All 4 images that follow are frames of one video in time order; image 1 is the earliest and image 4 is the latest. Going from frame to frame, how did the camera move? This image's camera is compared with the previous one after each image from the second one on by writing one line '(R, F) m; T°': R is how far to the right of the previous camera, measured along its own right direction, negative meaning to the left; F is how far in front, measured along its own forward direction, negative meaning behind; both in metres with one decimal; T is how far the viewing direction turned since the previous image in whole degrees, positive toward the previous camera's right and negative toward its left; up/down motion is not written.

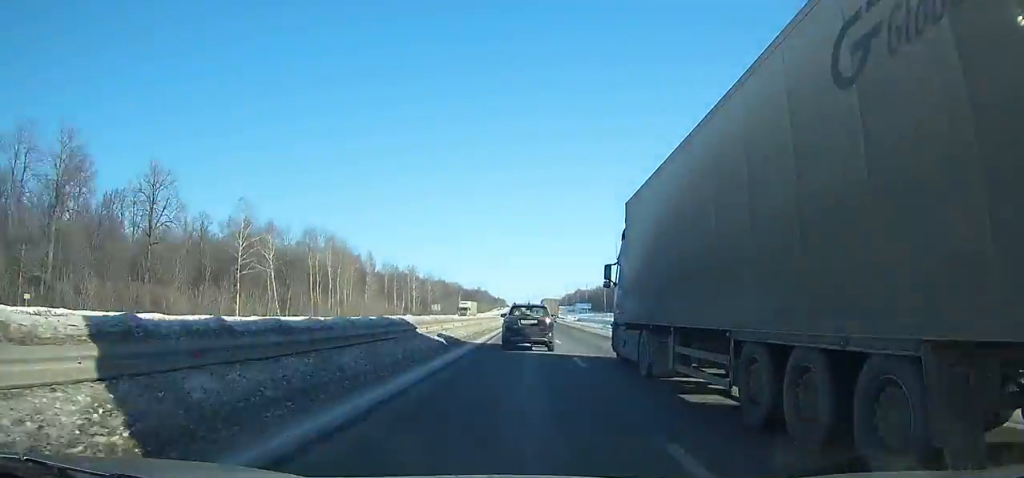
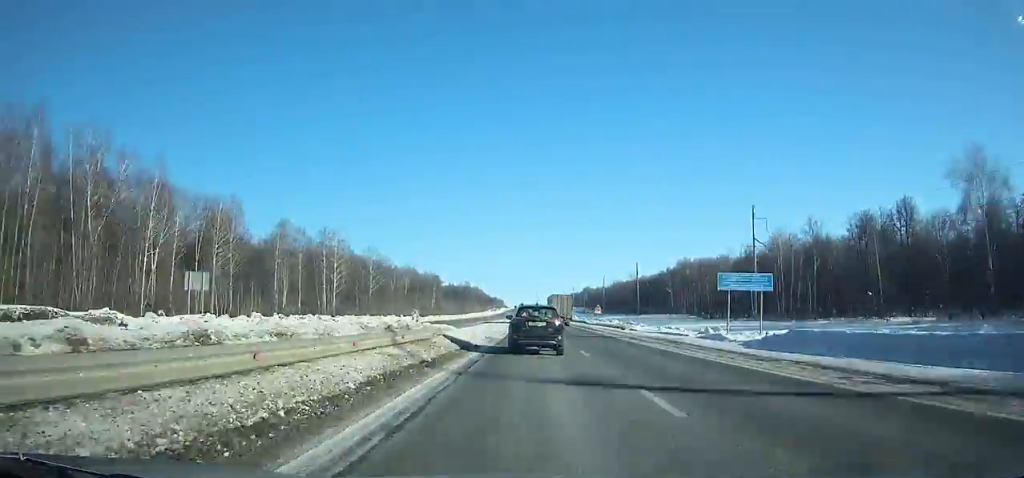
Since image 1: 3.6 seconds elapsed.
(+0.2, +104.7) m; 0°
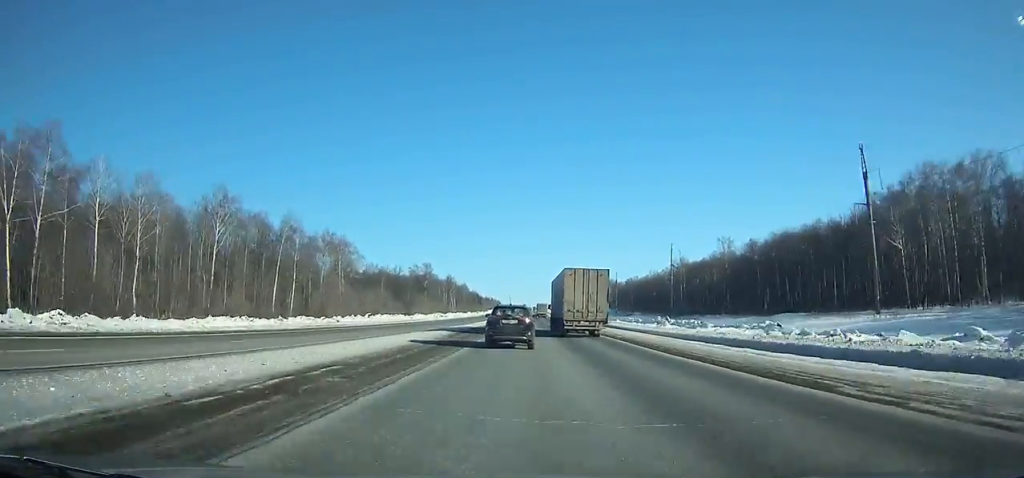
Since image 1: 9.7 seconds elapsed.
(+1.0, +174.6) m; 0°
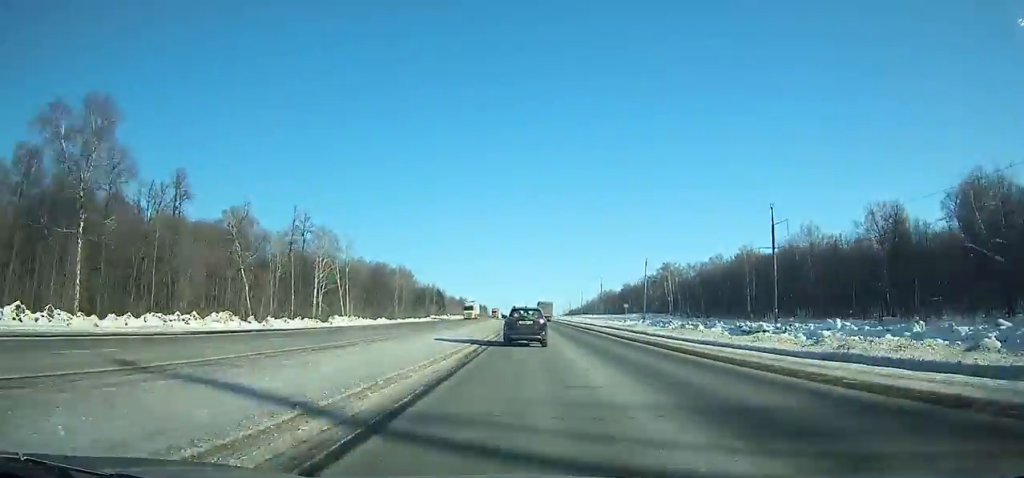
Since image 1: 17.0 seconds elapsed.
(0.0, +202.7) m; 0°
